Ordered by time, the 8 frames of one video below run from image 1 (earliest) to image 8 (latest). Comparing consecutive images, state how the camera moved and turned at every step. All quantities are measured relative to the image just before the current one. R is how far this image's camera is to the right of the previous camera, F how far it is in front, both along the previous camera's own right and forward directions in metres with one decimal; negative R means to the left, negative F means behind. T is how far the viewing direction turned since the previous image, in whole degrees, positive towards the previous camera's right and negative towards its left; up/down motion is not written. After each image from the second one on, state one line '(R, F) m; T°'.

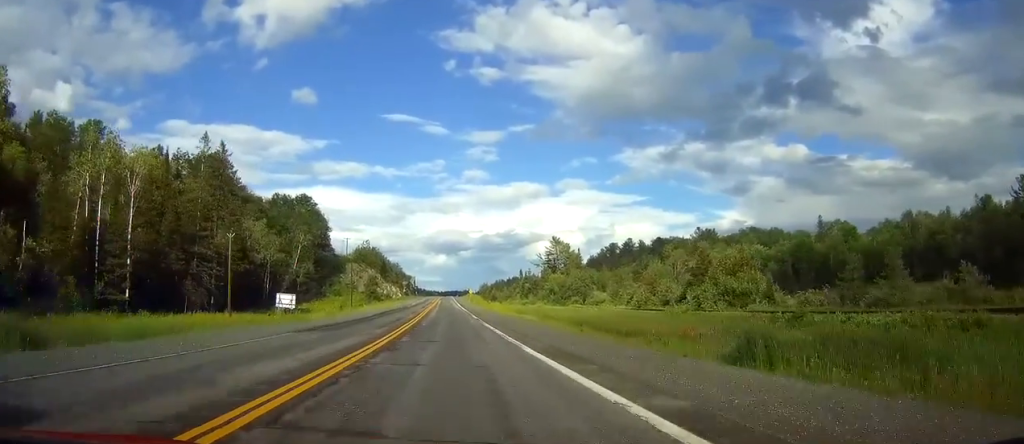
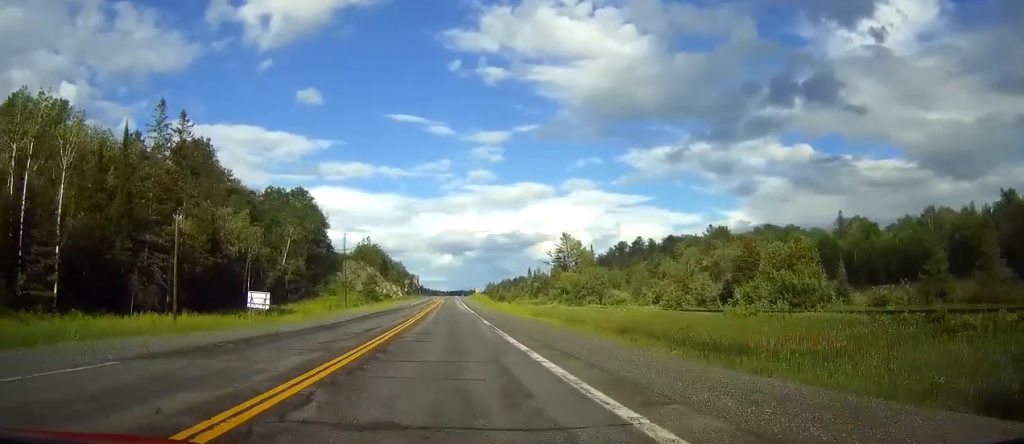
(0.0, +13.5) m; 0°
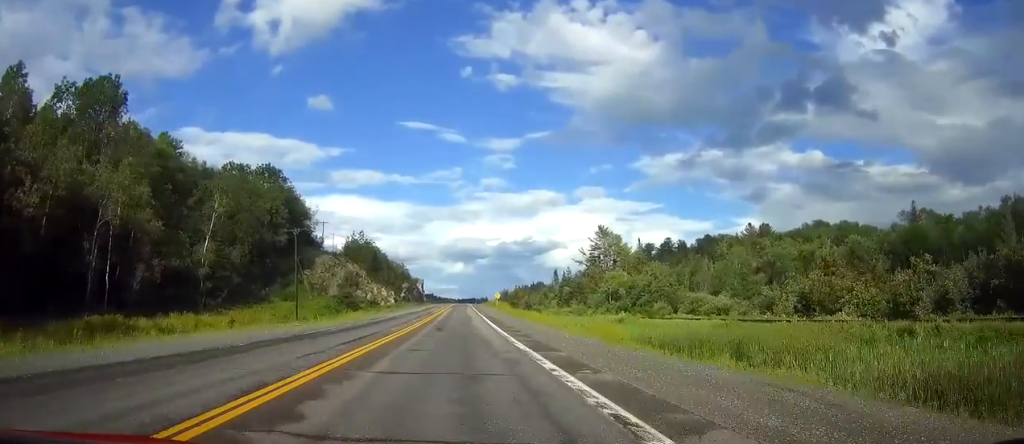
(-0.5, +46.9) m; -1°
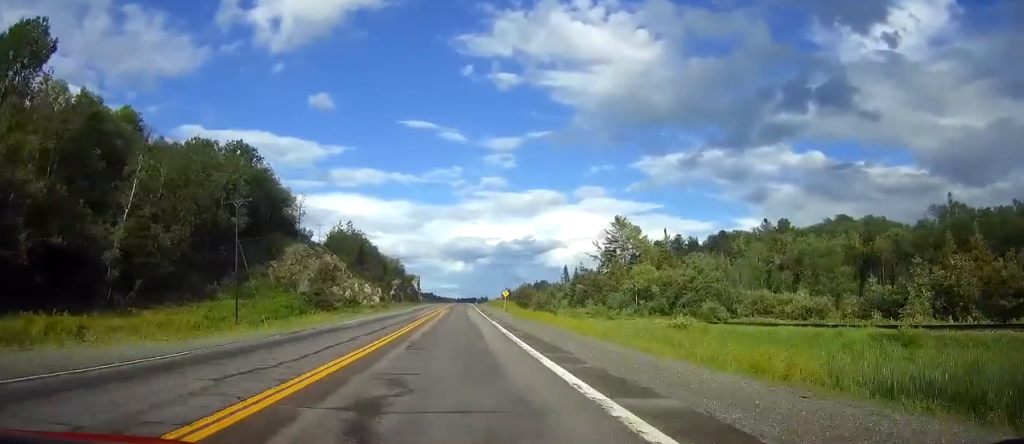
(0.0, +23.1) m; 0°
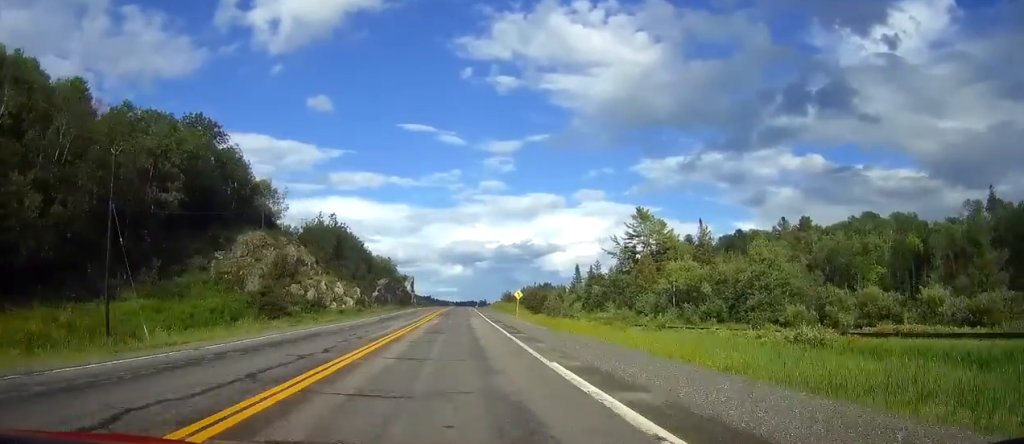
(0.0, +24.2) m; 0°
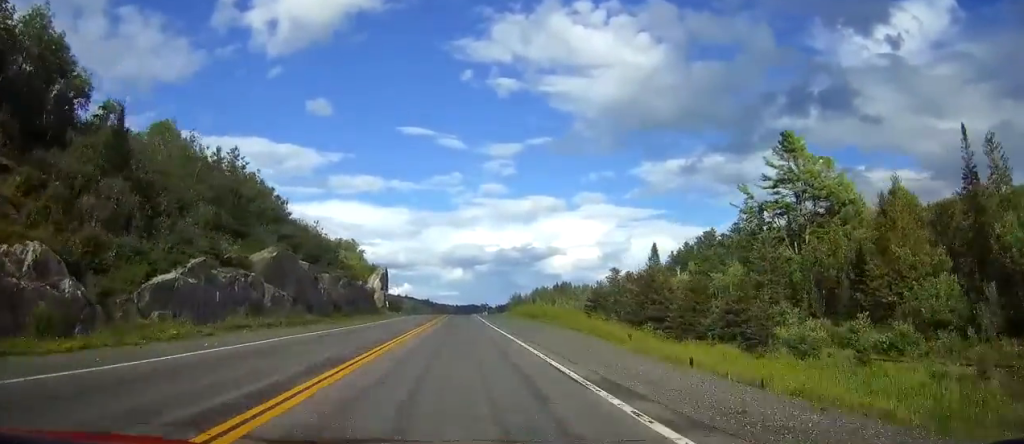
(0.0, +78.3) m; 0°
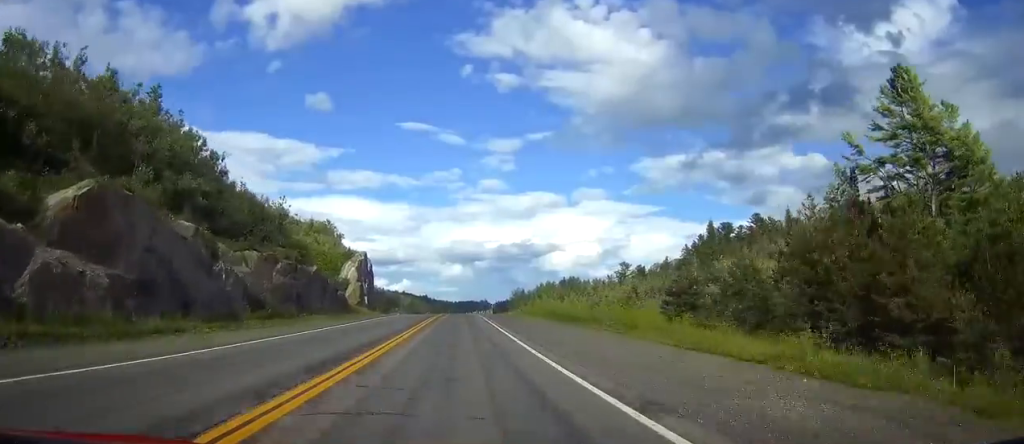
(0.0, +27.6) m; 0°
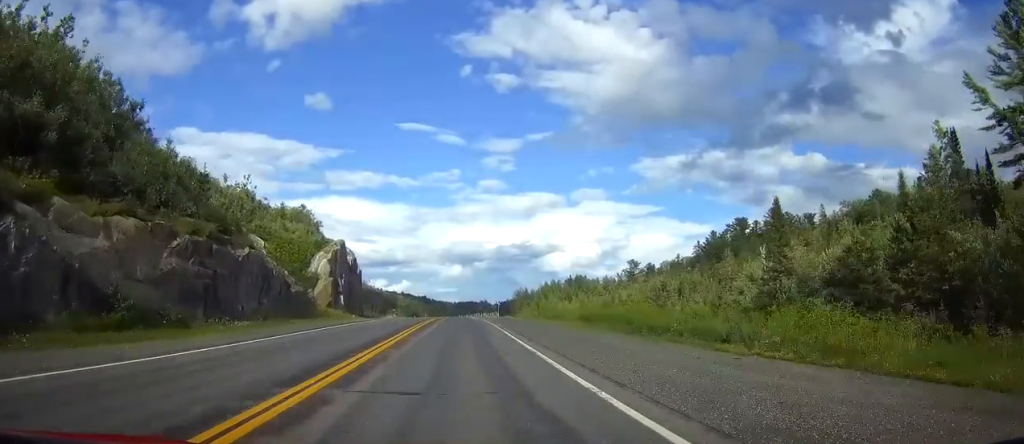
(0.0, +20.2) m; 0°
